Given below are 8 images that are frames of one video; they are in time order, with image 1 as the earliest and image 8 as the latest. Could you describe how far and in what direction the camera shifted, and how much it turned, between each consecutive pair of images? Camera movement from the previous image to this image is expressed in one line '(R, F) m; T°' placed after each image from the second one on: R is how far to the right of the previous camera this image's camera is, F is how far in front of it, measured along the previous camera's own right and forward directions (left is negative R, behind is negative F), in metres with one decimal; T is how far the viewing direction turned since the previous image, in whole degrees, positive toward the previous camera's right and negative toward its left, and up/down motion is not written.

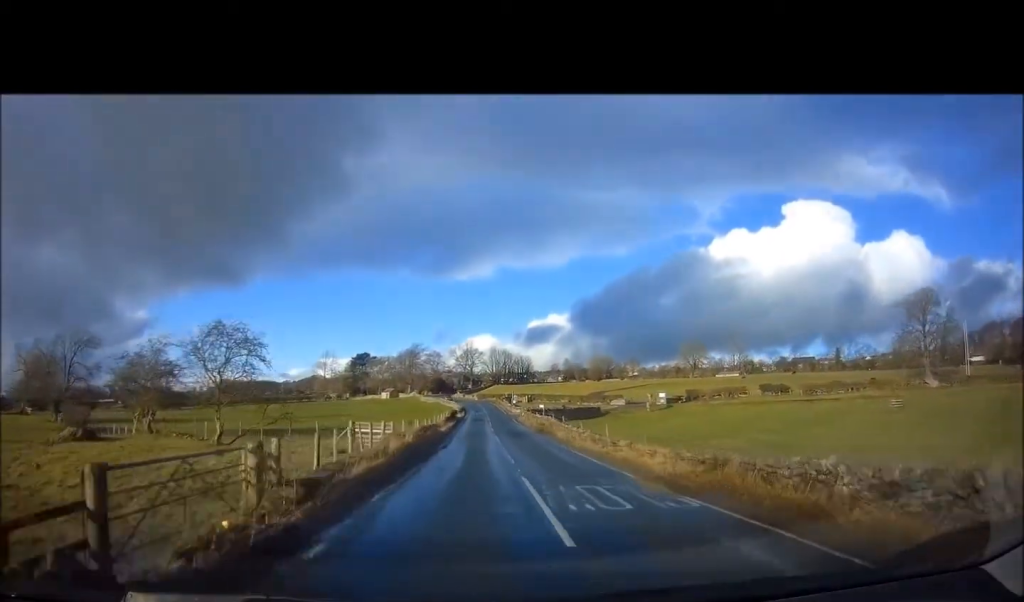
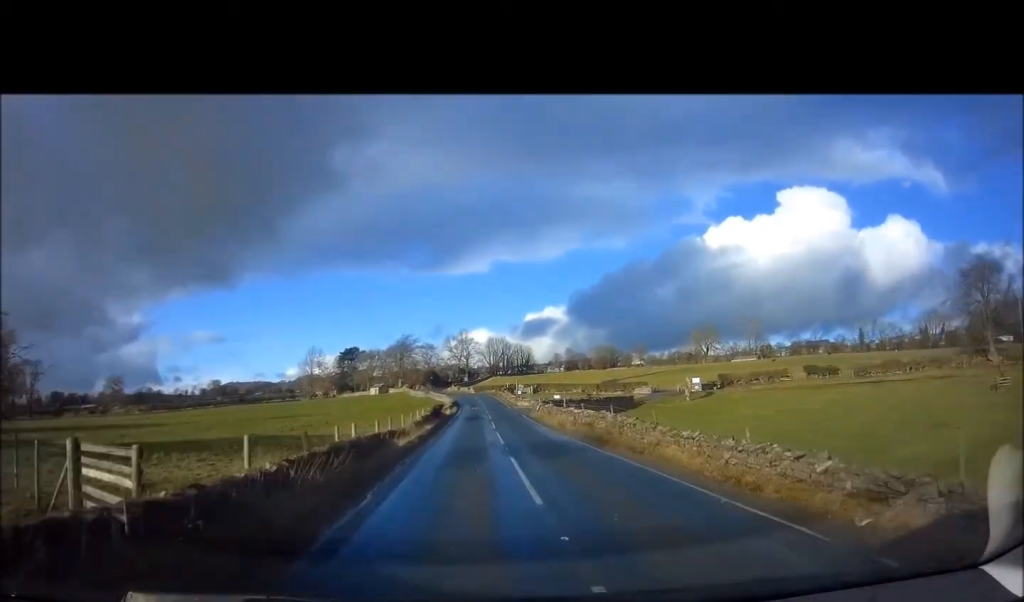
(+0.2, +16.6) m; 0°
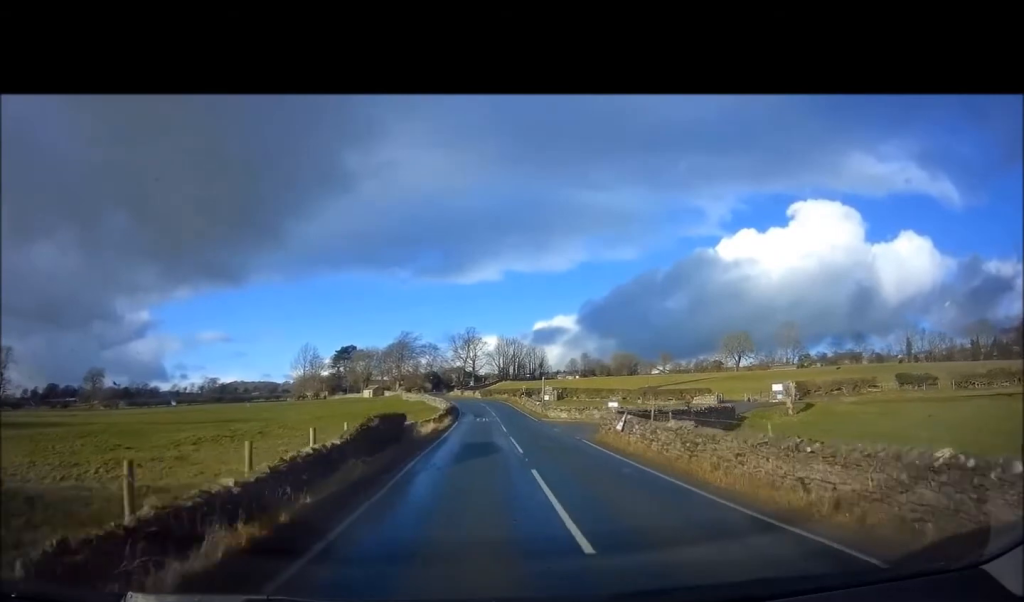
(-0.3, +21.1) m; -1°
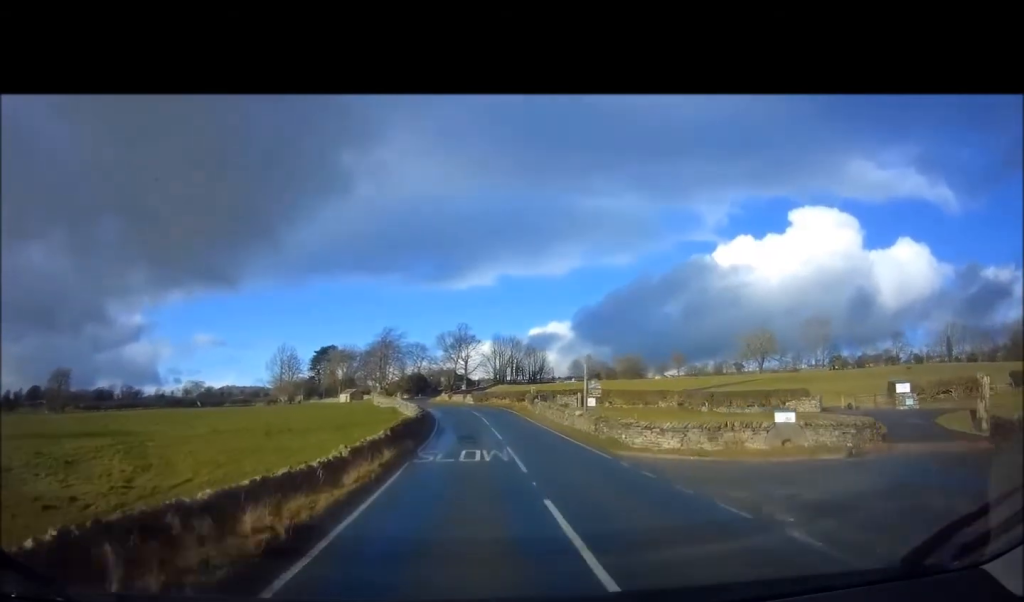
(-0.1, +21.0) m; 0°
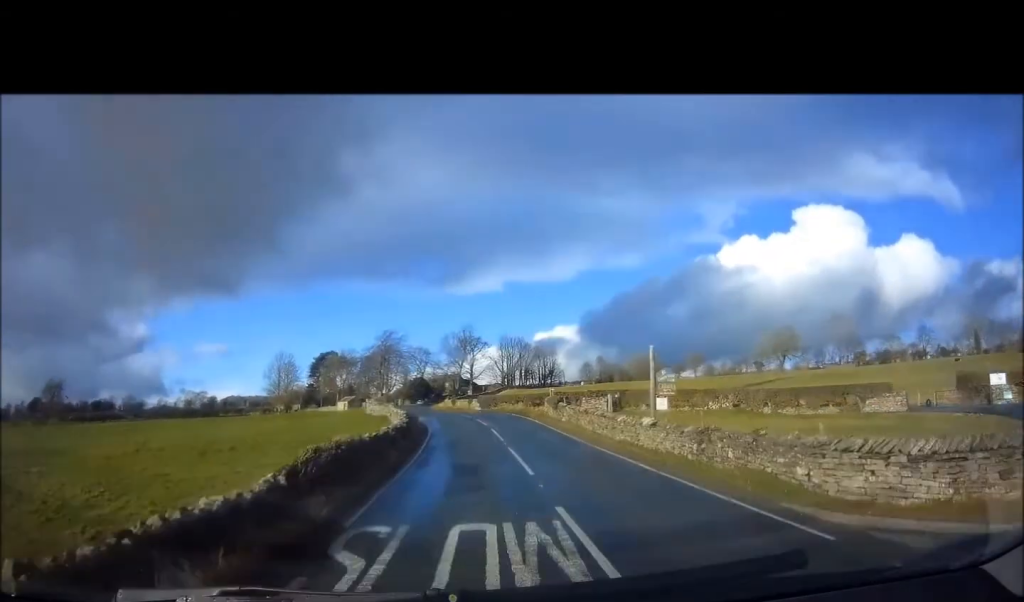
(+0.1, +9.3) m; 0°
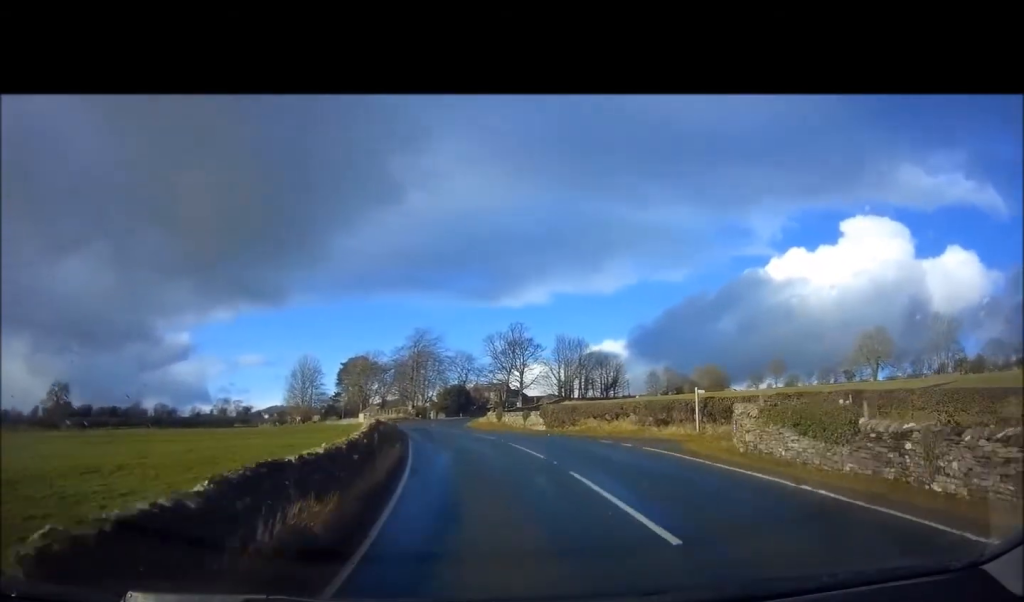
(-0.8, +23.6) m; -5°
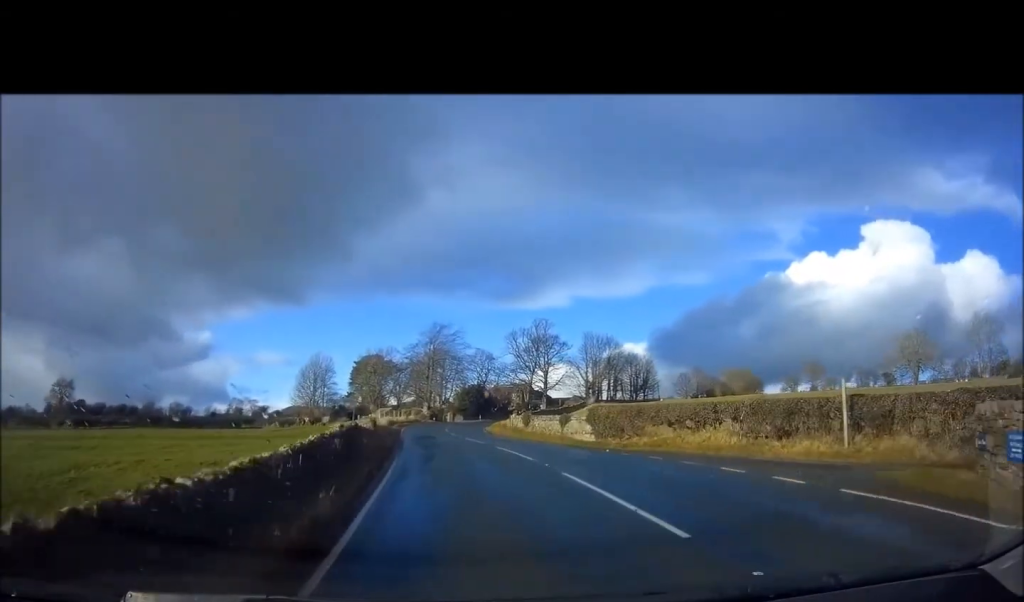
(-0.3, +8.7) m; -2°
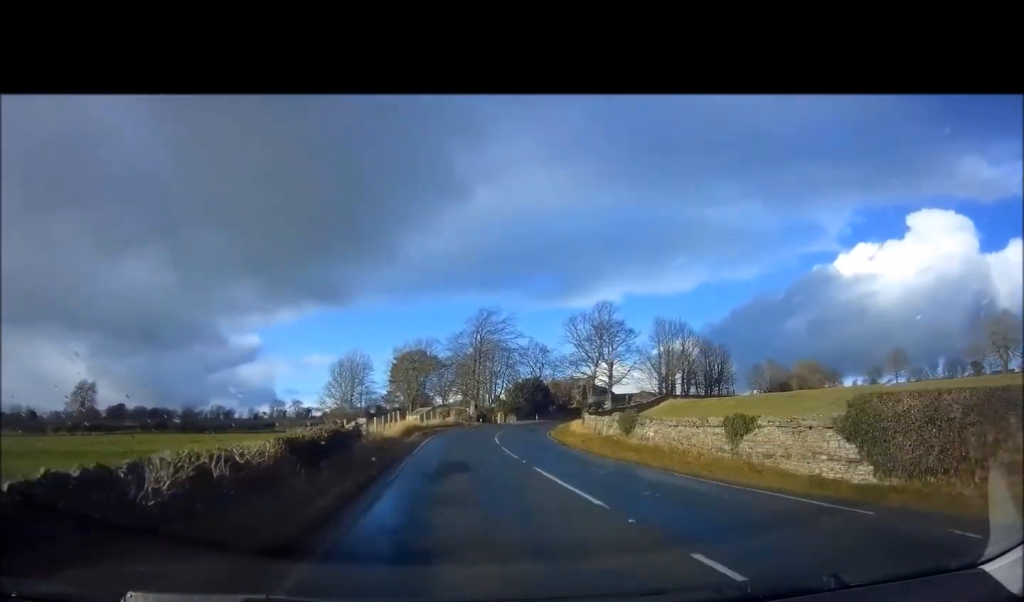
(-0.4, +15.0) m; -3°
